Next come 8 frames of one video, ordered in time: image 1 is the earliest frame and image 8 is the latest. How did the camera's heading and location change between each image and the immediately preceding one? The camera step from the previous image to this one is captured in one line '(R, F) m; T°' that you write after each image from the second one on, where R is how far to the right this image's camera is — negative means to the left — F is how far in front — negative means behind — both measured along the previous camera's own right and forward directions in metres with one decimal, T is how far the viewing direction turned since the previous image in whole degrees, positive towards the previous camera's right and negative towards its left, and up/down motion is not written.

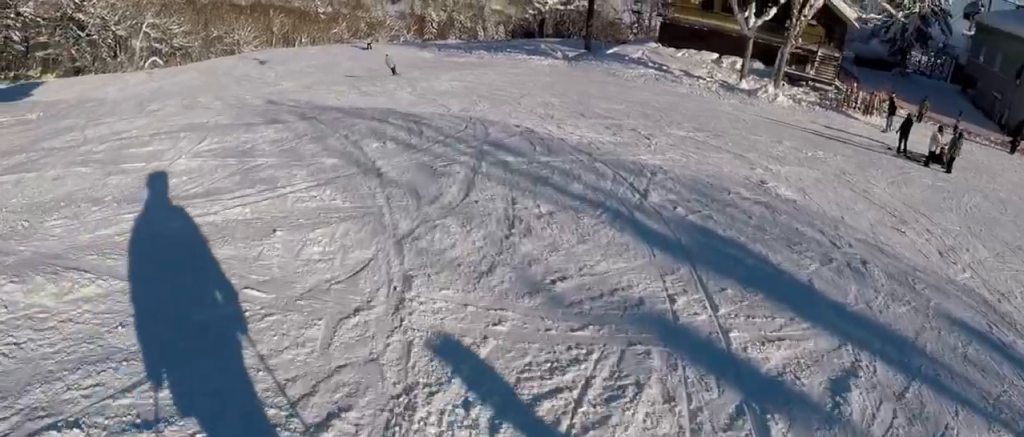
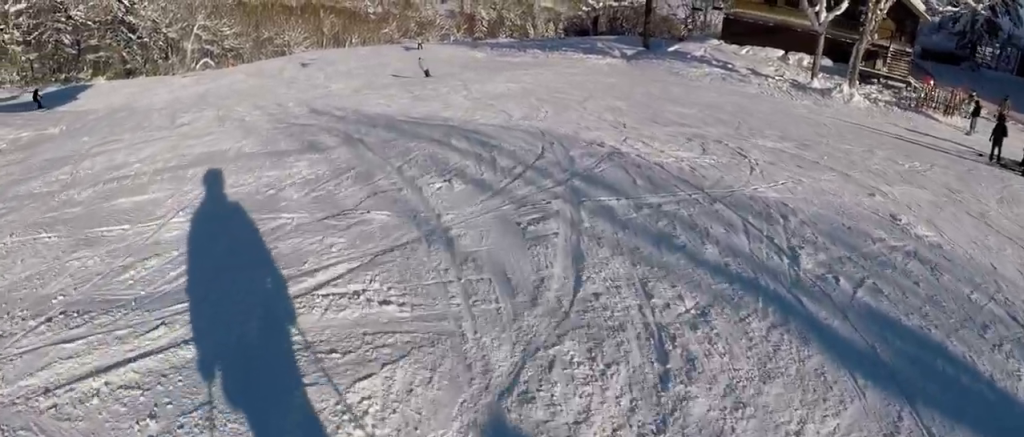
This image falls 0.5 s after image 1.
(-0.2, +1.9) m; -6°
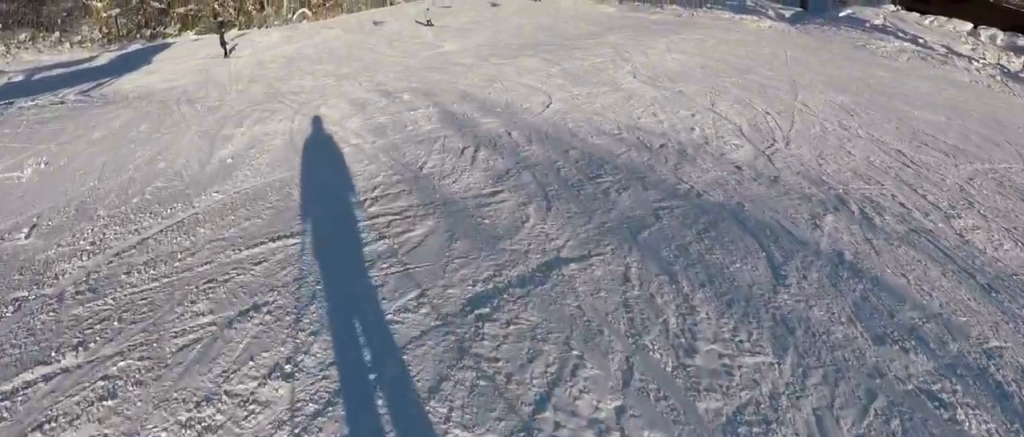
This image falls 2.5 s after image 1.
(0.0, +7.9) m; +8°
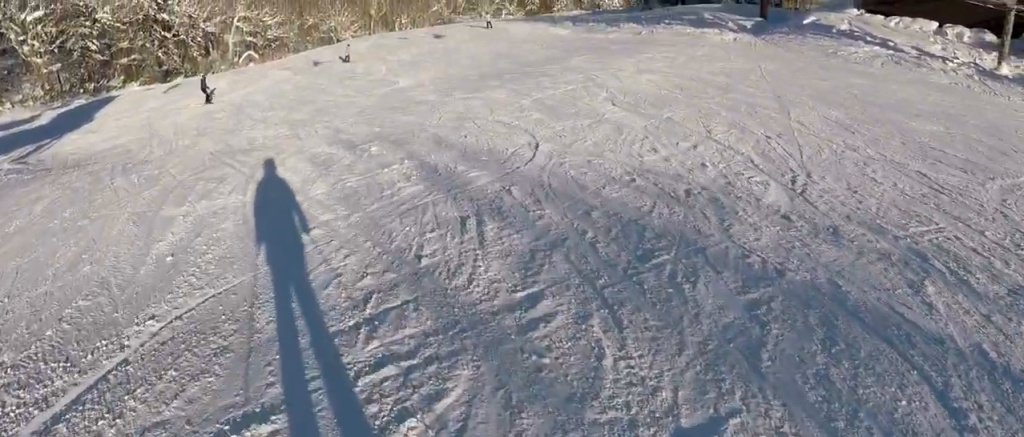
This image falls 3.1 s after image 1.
(-0.2, +2.2) m; +16°
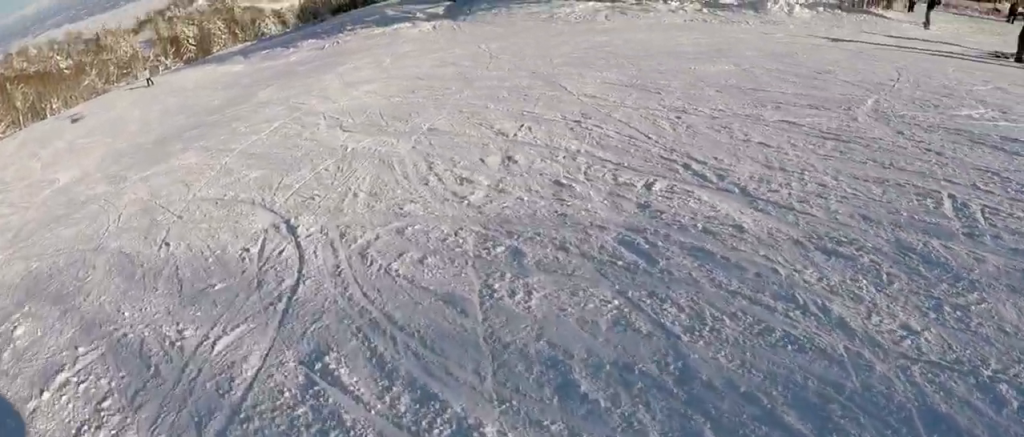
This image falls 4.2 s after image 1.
(+1.7, +4.4) m; +28°
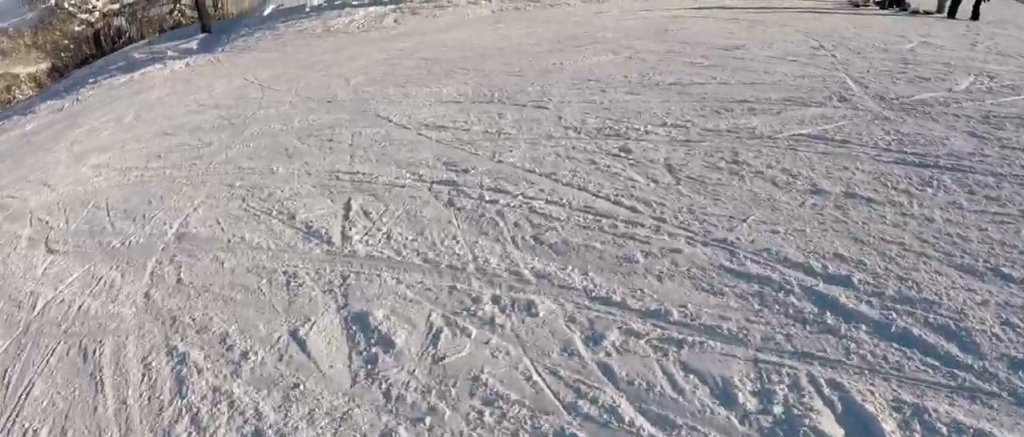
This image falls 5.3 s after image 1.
(+0.2, +5.3) m; +2°
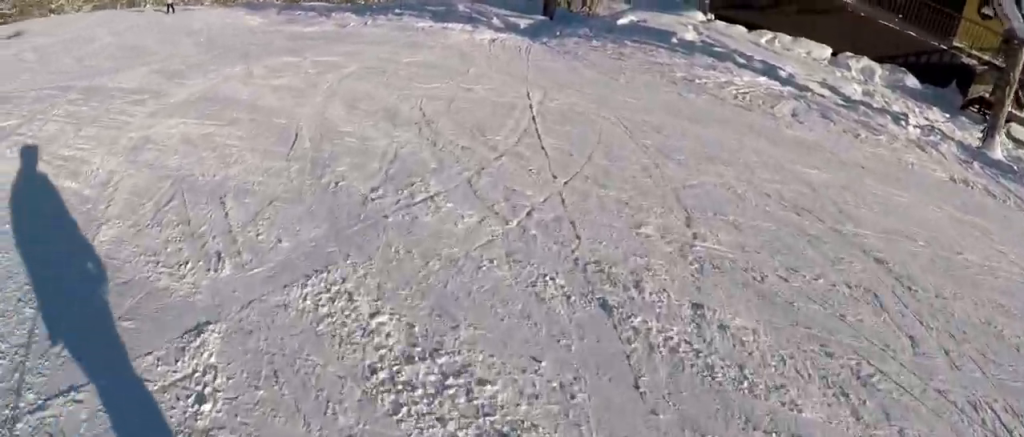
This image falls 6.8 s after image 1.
(-1.3, +7.5) m; -28°
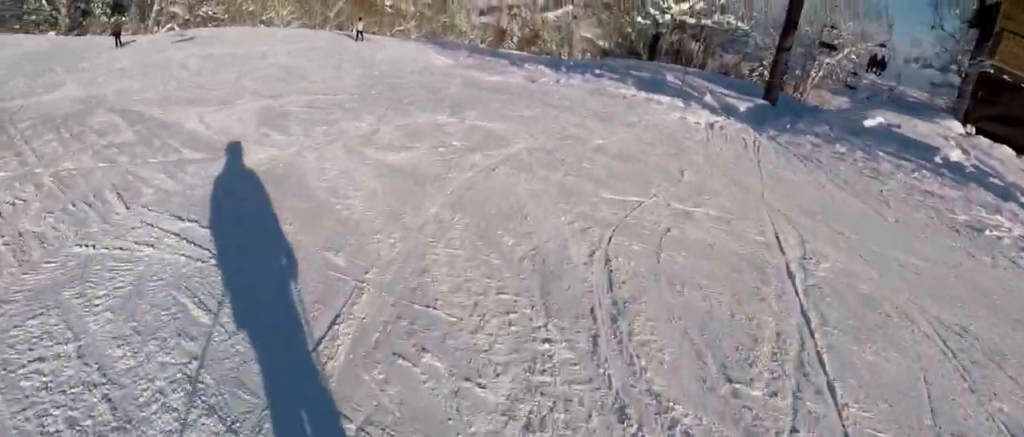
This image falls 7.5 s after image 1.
(-0.6, +3.6) m; -18°
